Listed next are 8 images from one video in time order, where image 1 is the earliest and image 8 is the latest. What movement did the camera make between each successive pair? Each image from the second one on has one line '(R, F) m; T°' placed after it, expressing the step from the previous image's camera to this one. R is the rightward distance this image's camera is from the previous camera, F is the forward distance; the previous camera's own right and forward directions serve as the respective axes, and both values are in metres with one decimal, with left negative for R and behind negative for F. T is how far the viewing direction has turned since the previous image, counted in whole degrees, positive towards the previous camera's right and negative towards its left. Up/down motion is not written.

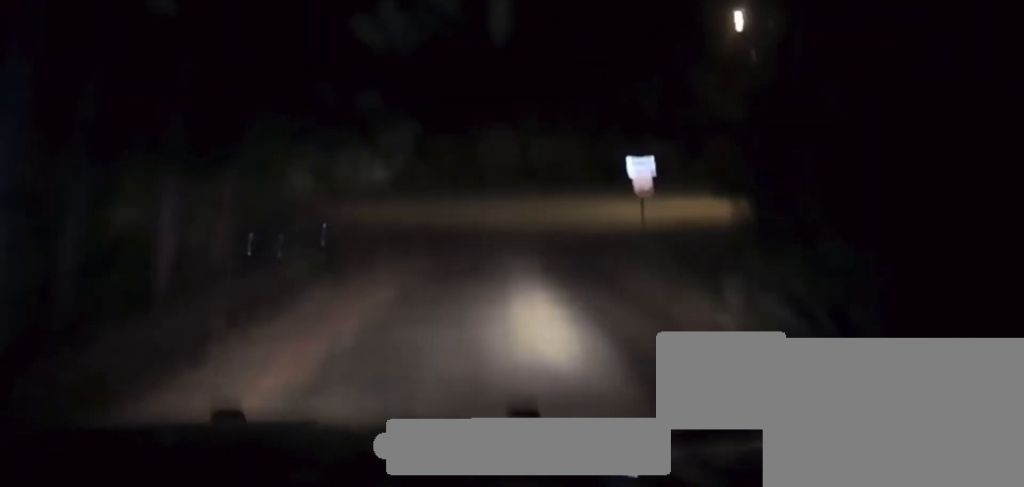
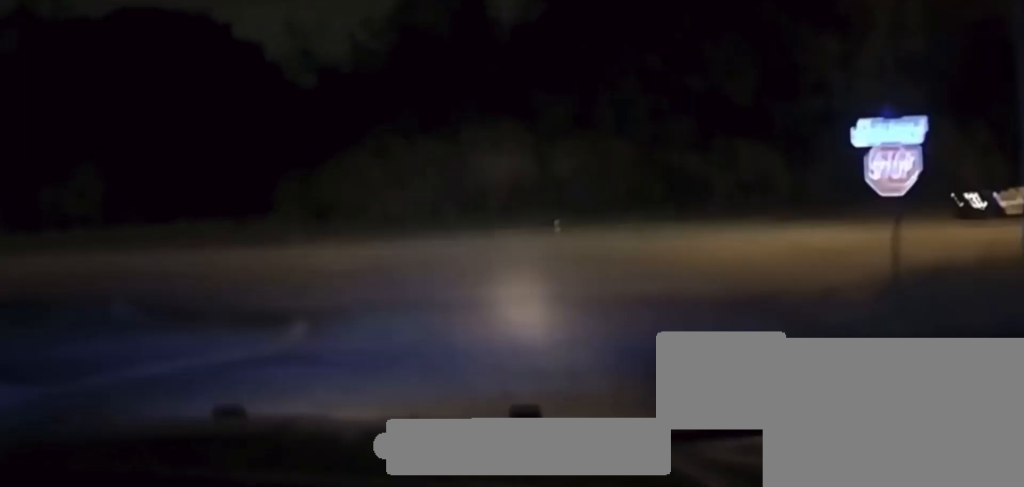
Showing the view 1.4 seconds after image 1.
(-0.2, +17.8) m; 0°
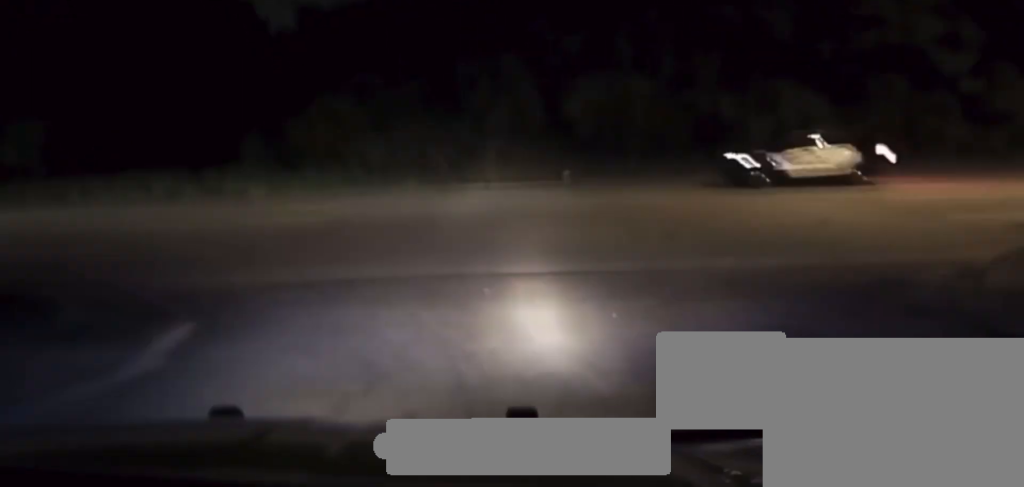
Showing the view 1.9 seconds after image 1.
(+0.2, +4.8) m; -1°
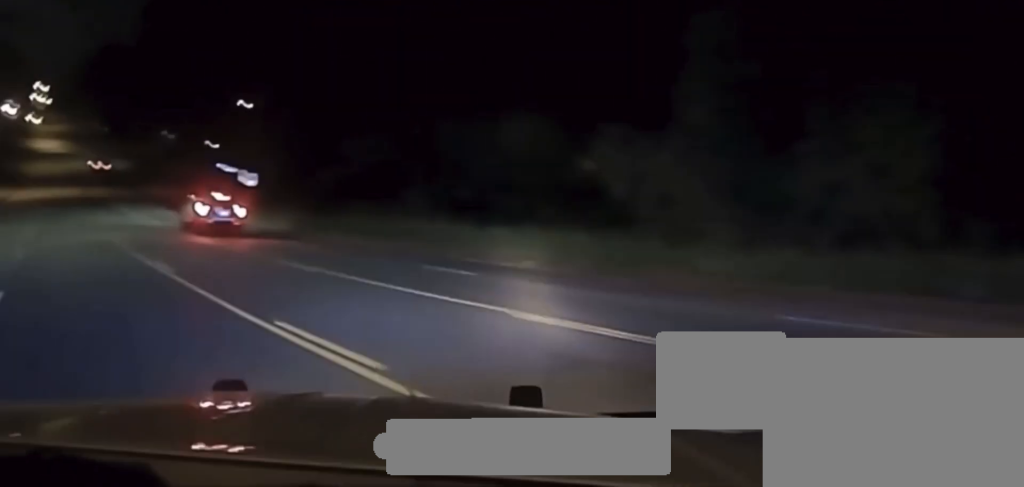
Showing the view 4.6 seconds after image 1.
(-13.3, +24.0) m; -65°
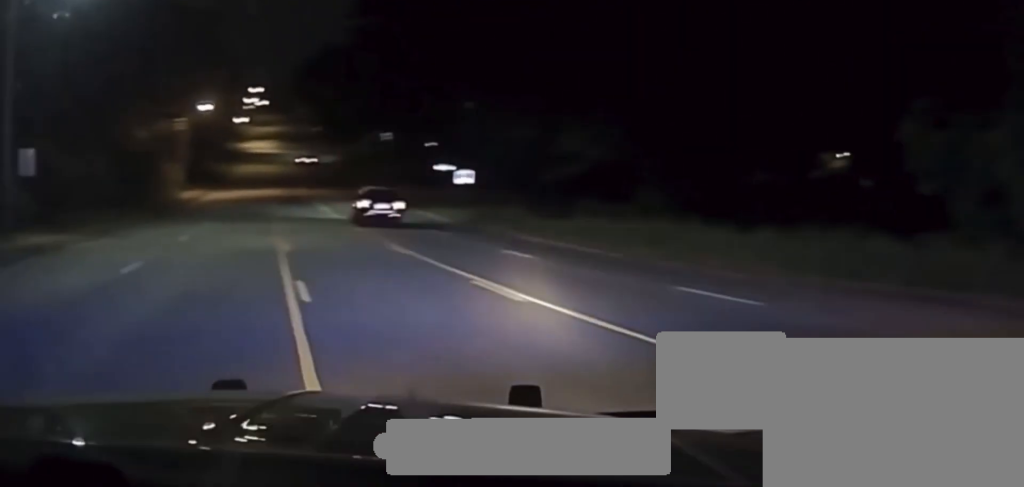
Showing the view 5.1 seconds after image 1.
(-0.8, +8.2) m; -8°
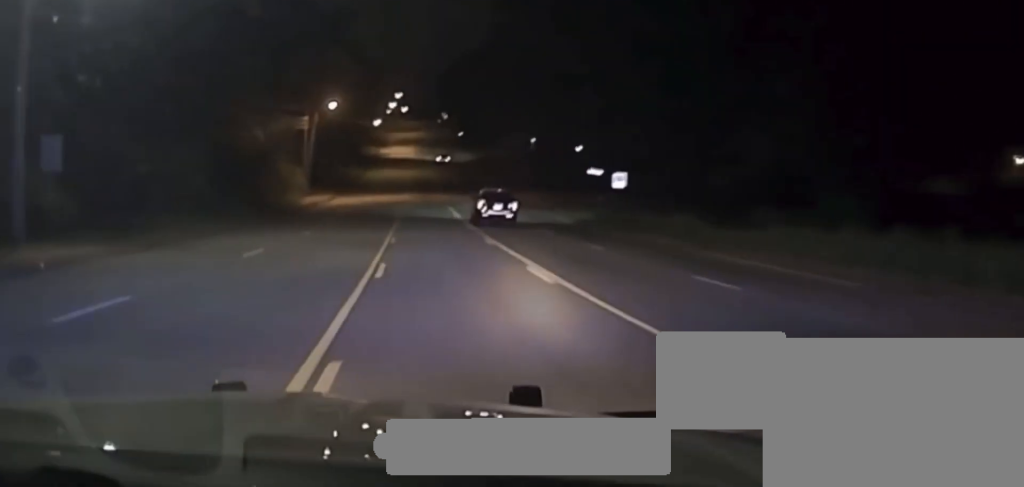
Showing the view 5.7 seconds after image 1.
(-0.7, +9.0) m; -5°
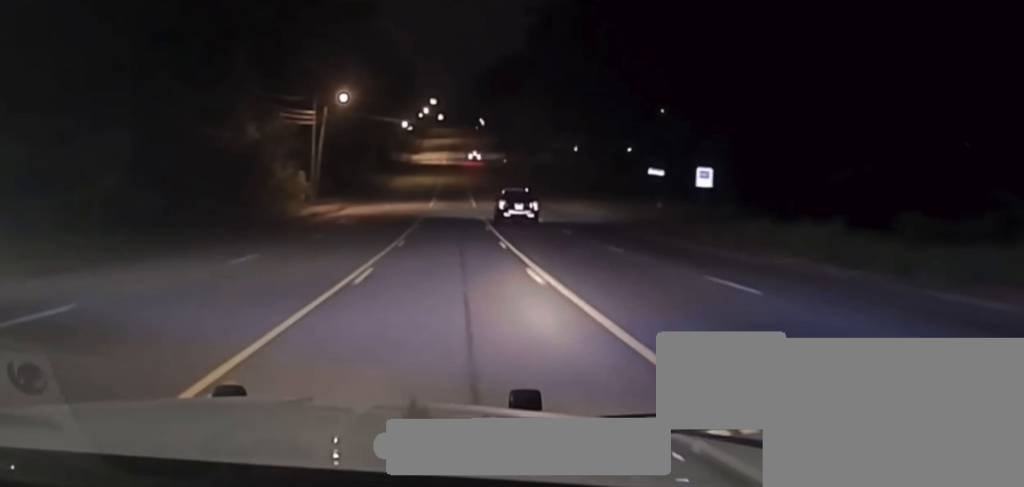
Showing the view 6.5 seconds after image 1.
(-0.6, +12.4) m; -4°
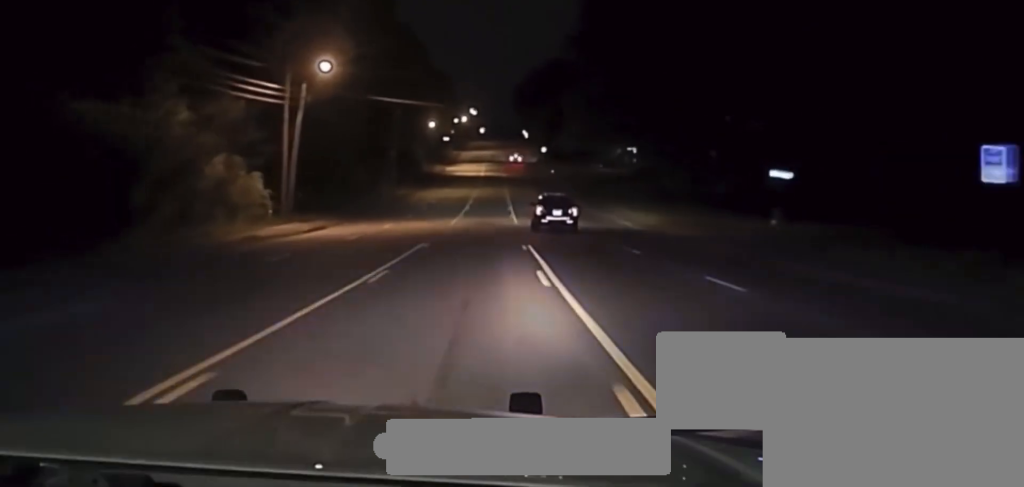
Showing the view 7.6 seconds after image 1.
(-0.6, +17.6) m; -3°
